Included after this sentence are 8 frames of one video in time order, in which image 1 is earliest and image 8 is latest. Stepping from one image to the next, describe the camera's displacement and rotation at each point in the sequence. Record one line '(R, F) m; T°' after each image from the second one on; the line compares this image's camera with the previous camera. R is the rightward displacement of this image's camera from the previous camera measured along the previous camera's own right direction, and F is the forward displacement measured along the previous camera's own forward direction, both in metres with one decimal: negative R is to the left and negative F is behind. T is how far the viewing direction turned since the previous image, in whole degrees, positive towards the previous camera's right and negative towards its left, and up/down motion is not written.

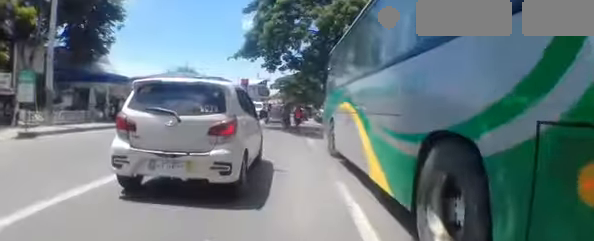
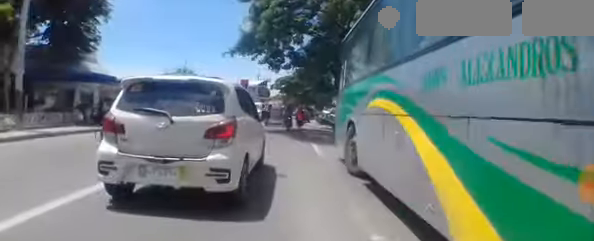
(-0.1, +2.5) m; -1°
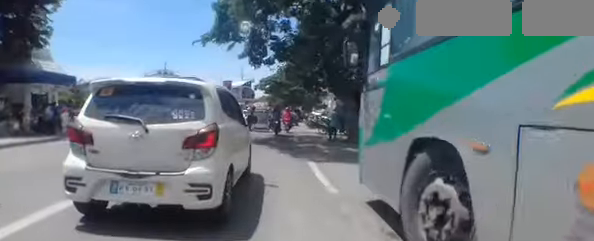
(-0.1, +4.7) m; -1°
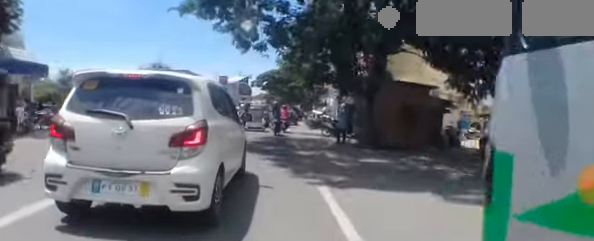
(0.0, +3.4) m; 0°
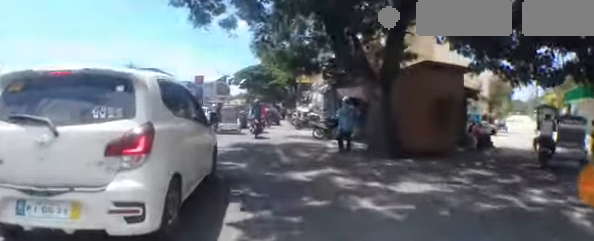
(0.0, +4.3) m; +5°
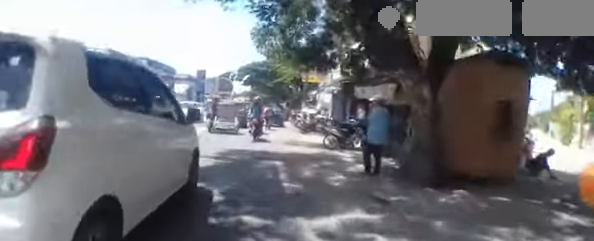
(+0.2, +2.6) m; +2°
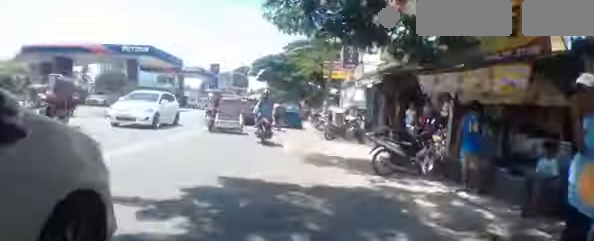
(+0.1, +4.2) m; -2°
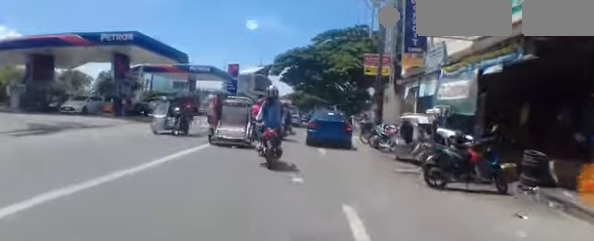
(-0.5, +7.4) m; -5°
